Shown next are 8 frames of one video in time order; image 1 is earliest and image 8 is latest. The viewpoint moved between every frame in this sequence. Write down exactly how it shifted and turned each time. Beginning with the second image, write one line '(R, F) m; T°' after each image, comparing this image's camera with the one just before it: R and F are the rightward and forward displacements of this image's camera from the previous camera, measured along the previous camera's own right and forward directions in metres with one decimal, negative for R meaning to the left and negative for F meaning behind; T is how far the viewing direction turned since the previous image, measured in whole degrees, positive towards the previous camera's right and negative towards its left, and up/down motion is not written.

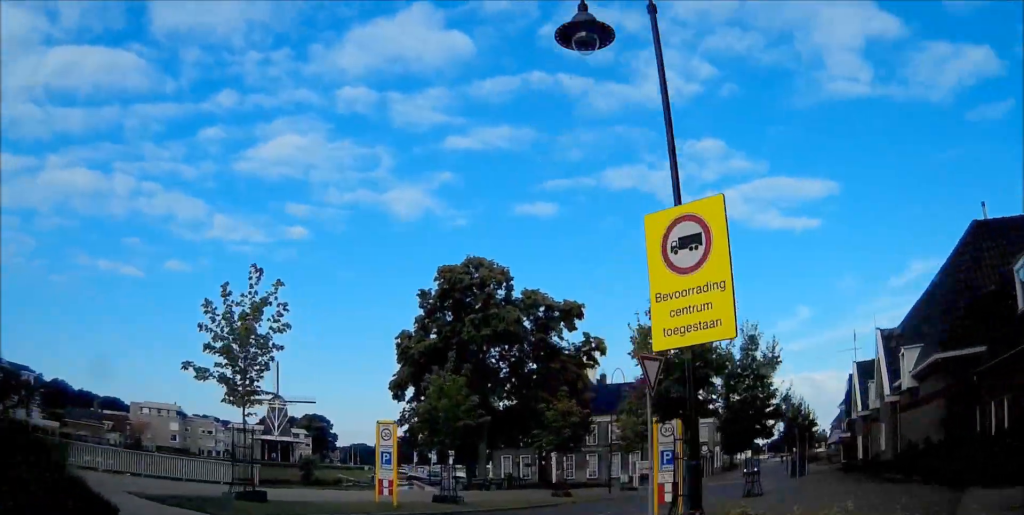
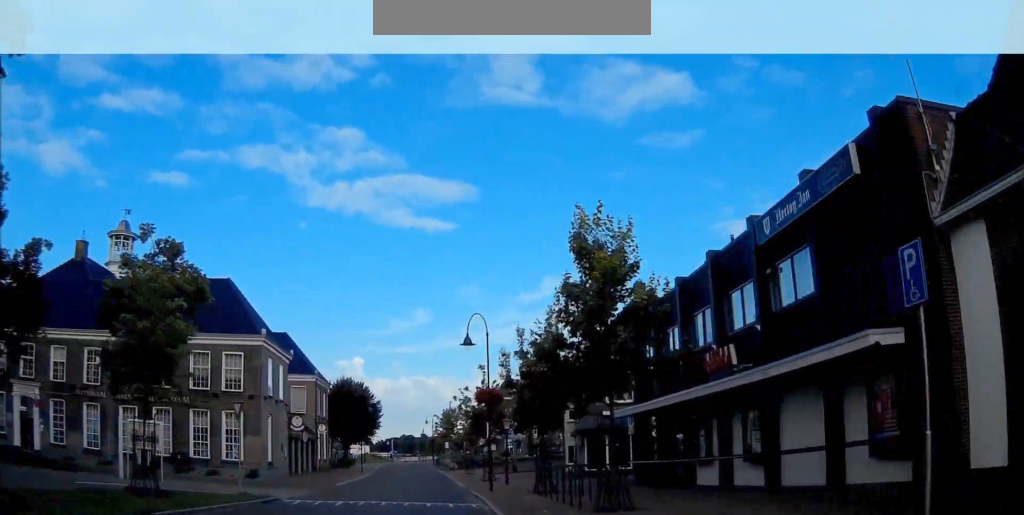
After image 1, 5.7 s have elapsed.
(+9.2, +40.2) m; +22°
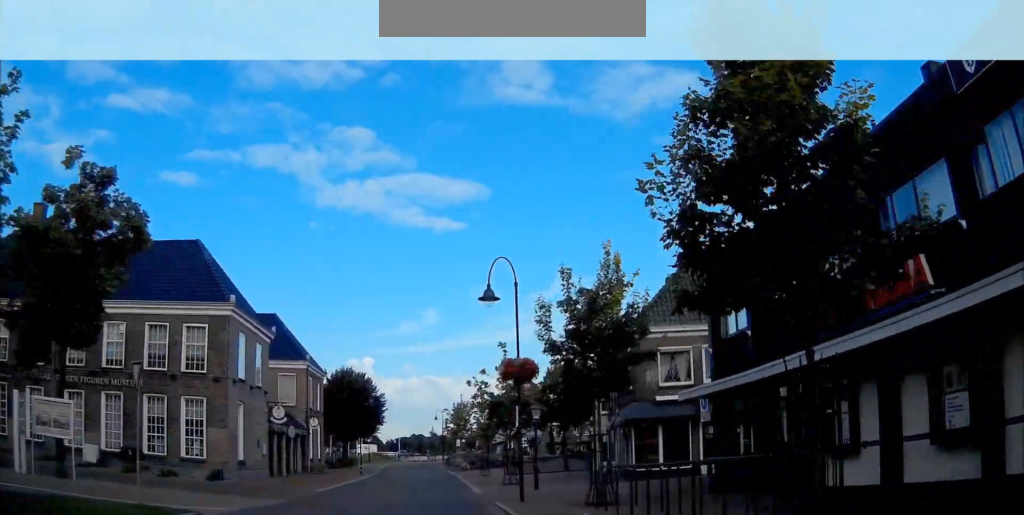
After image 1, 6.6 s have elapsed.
(0.0, +7.2) m; 0°
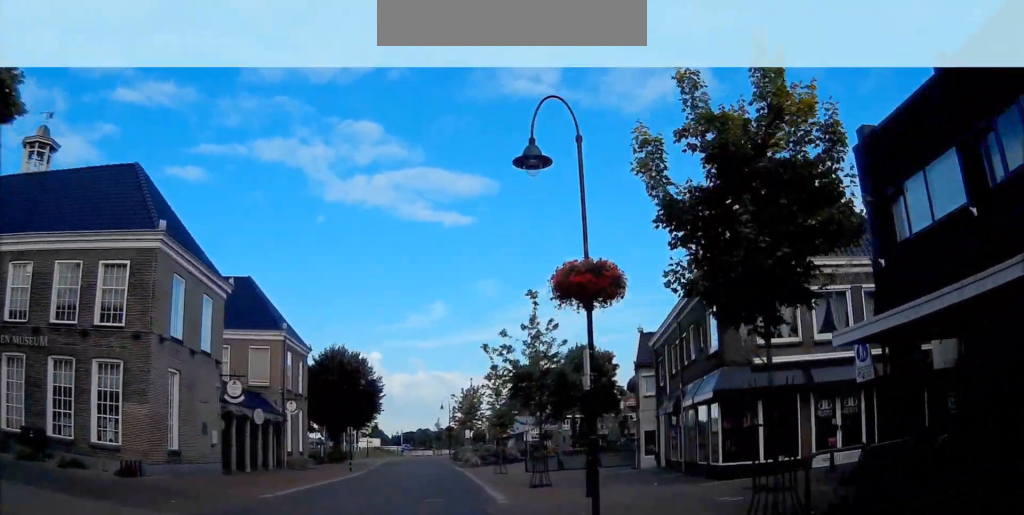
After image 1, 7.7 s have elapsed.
(0.0, +9.2) m; 0°
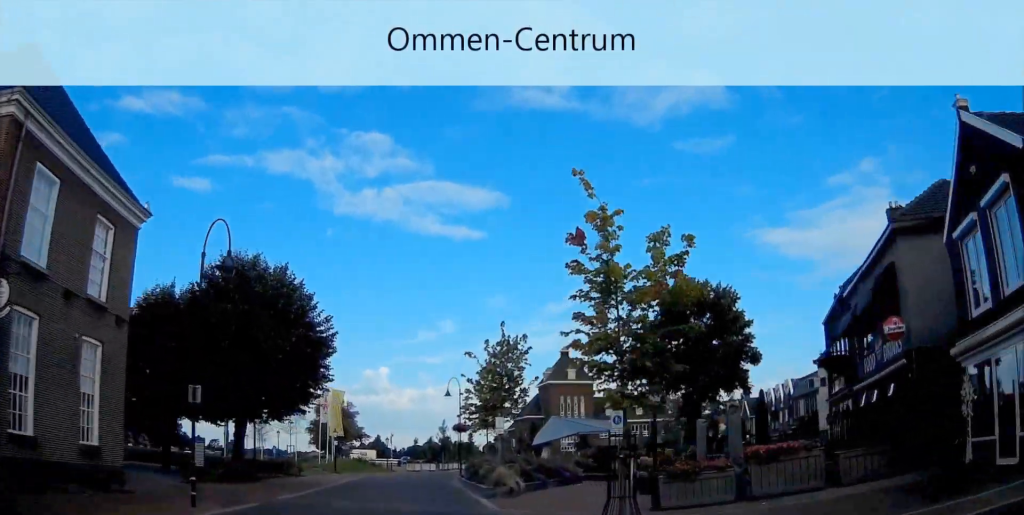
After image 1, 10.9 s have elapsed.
(-0.4, +29.0) m; -3°
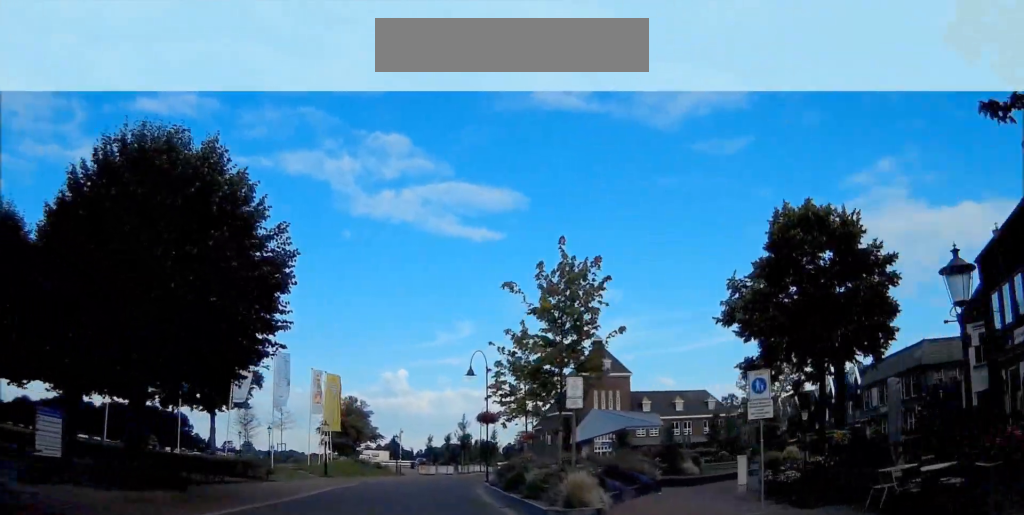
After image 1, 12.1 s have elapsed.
(-0.3, +11.8) m; +1°
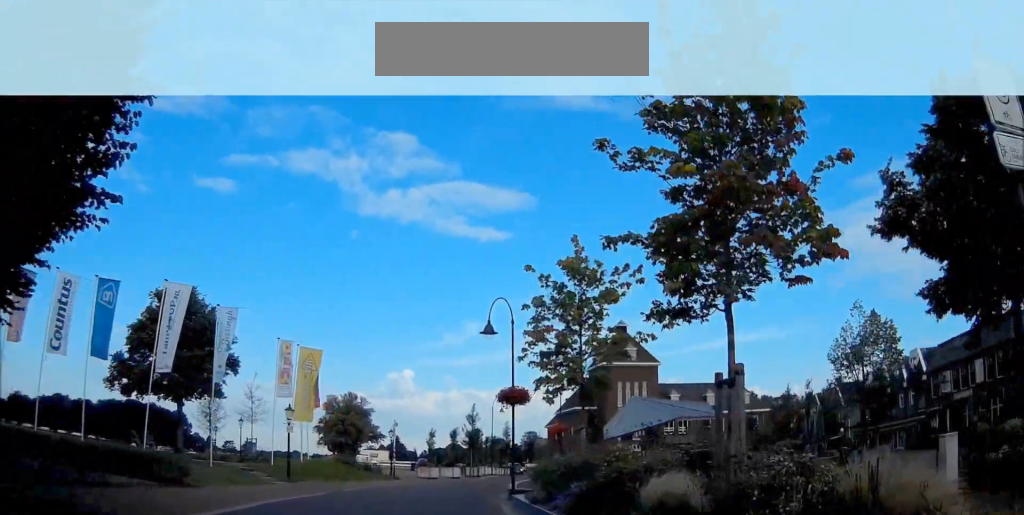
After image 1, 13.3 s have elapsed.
(-0.1, +11.1) m; +1°
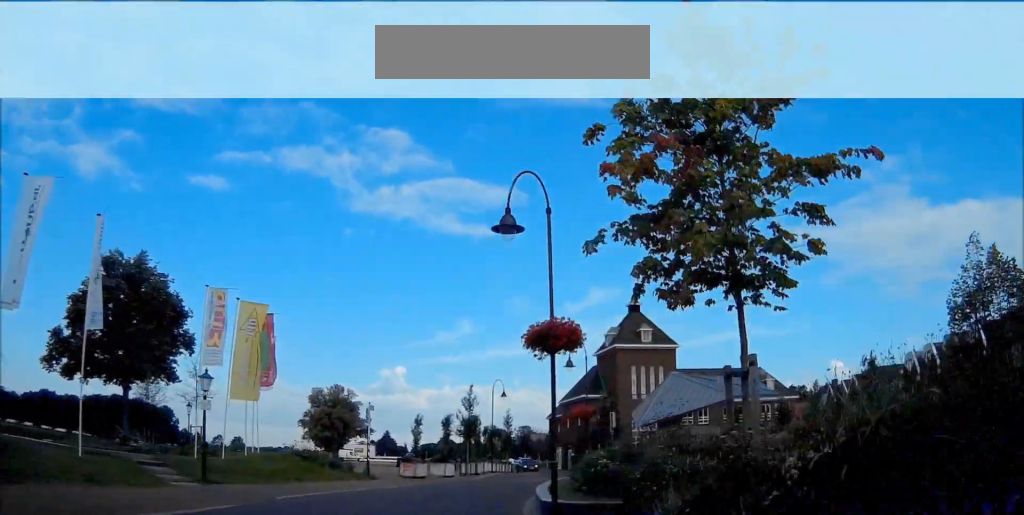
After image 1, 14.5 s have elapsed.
(+0.5, +10.4) m; +2°
